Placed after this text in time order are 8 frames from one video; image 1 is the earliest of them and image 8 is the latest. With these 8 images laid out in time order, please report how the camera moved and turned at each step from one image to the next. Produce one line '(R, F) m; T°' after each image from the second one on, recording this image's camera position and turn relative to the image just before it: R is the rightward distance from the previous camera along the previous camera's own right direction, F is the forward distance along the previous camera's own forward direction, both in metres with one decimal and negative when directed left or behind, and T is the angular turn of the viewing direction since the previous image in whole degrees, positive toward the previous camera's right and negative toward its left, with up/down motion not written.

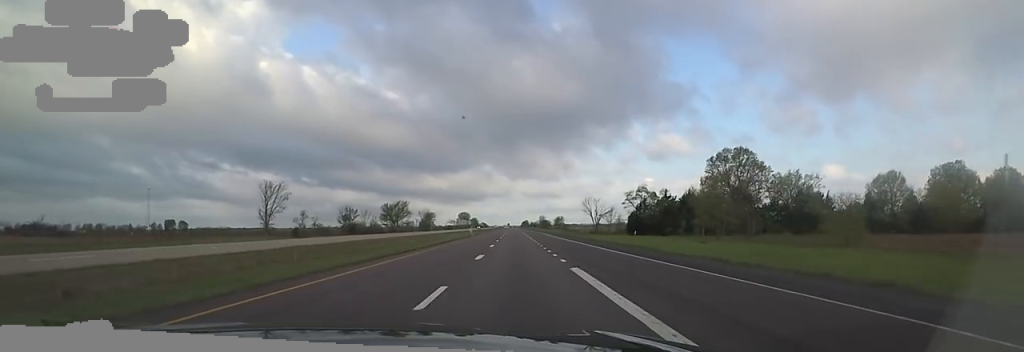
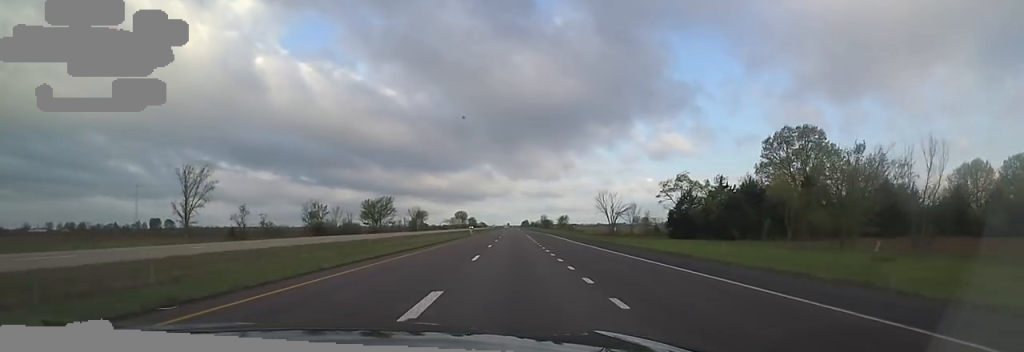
(+0.8, +25.1) m; 0°
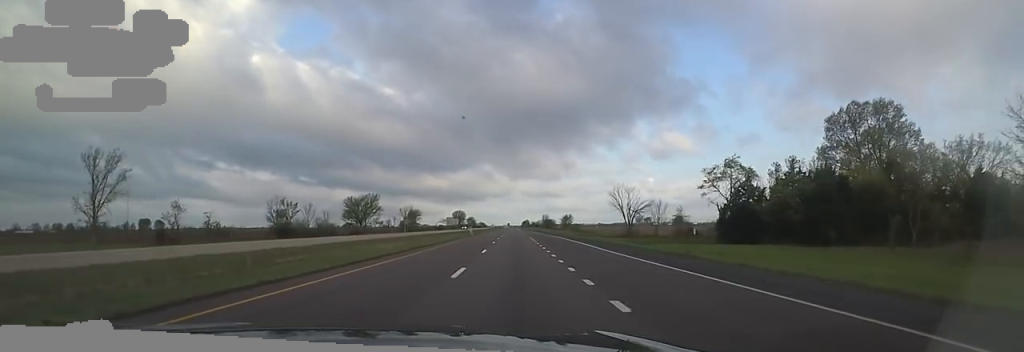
(-0.7, +18.3) m; -1°
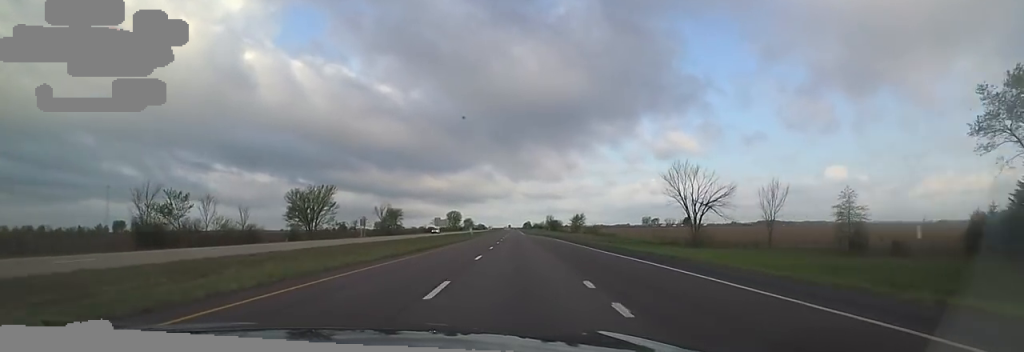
(-0.7, +40.2) m; -1°
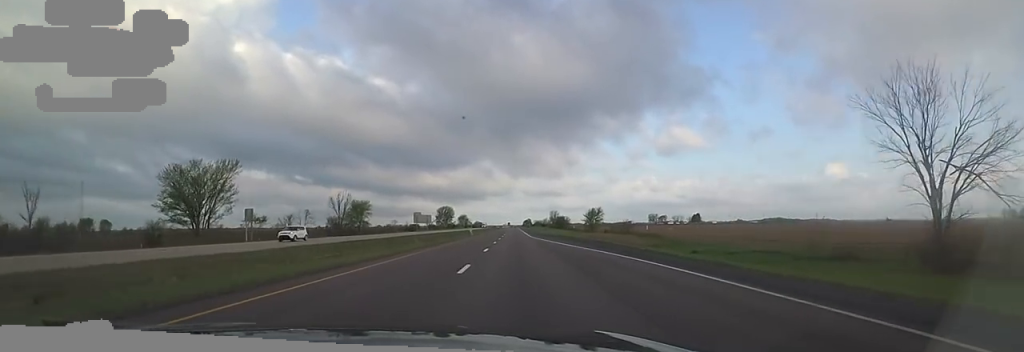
(0.0, +43.7) m; 0°
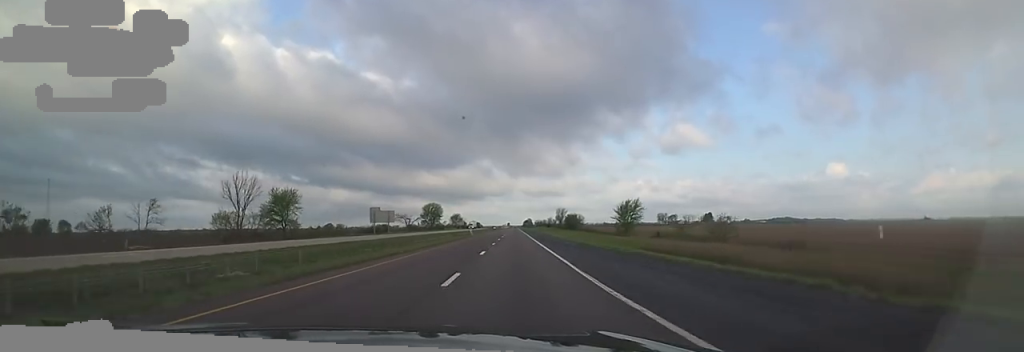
(+1.5, +51.8) m; +2°
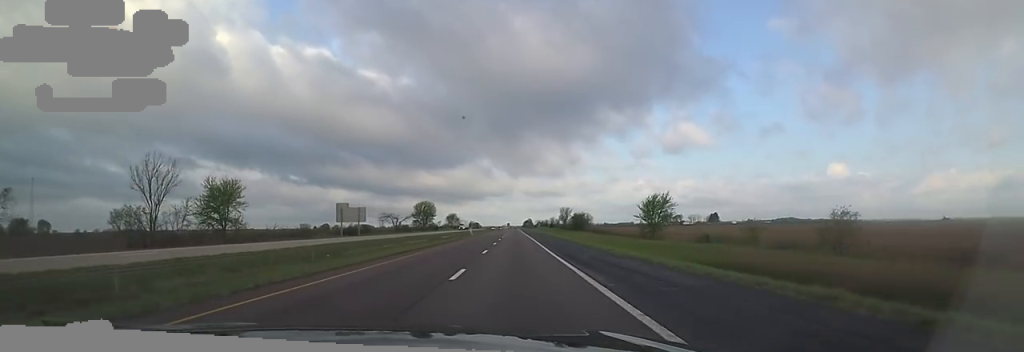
(+0.3, +23.1) m; -1°
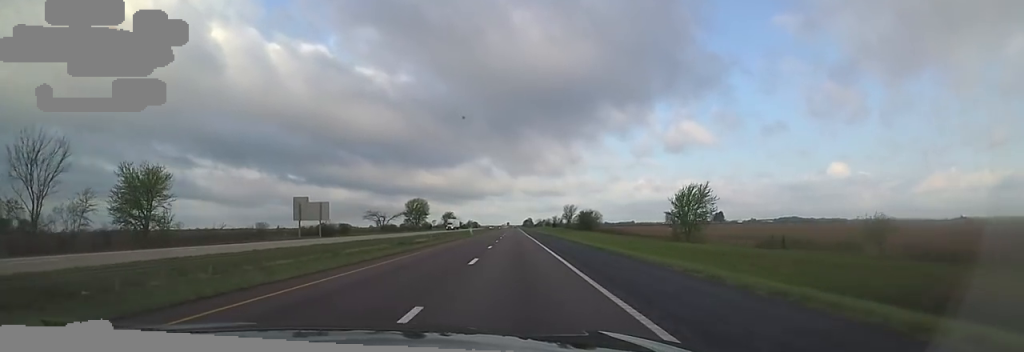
(-0.6, +19.5) m; -1°
